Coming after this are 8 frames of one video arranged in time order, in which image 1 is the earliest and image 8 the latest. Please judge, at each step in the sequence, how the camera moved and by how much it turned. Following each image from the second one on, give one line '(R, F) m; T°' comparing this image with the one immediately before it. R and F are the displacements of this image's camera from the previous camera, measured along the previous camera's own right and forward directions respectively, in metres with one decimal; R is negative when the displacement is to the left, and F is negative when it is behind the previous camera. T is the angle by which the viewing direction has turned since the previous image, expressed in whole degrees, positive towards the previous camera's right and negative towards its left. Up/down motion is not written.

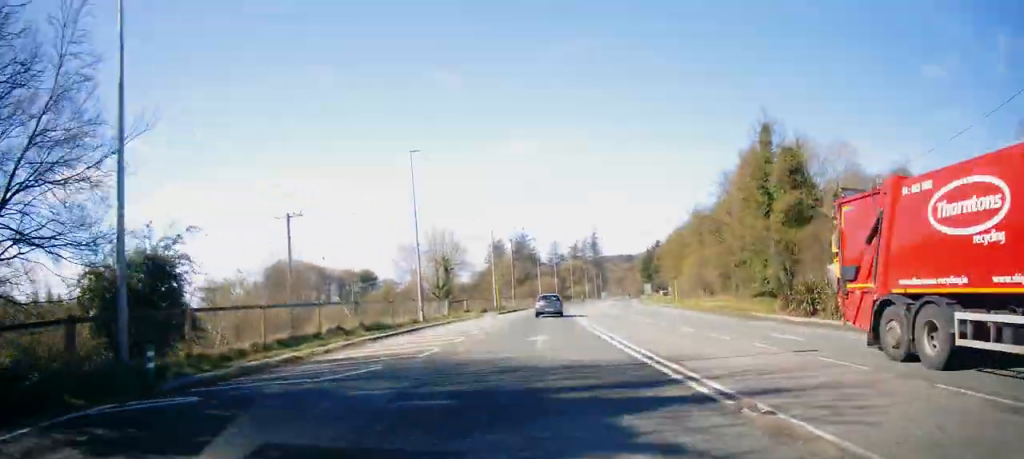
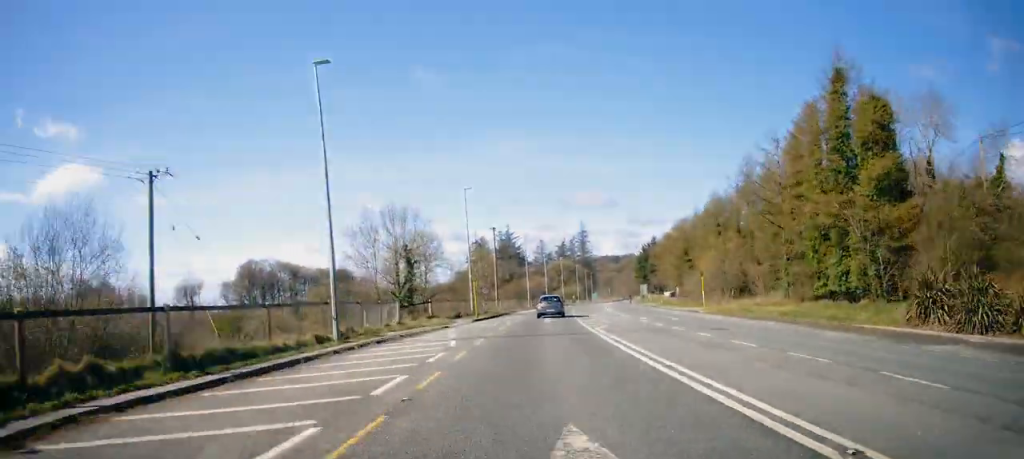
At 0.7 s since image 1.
(+0.5, +14.1) m; +2°
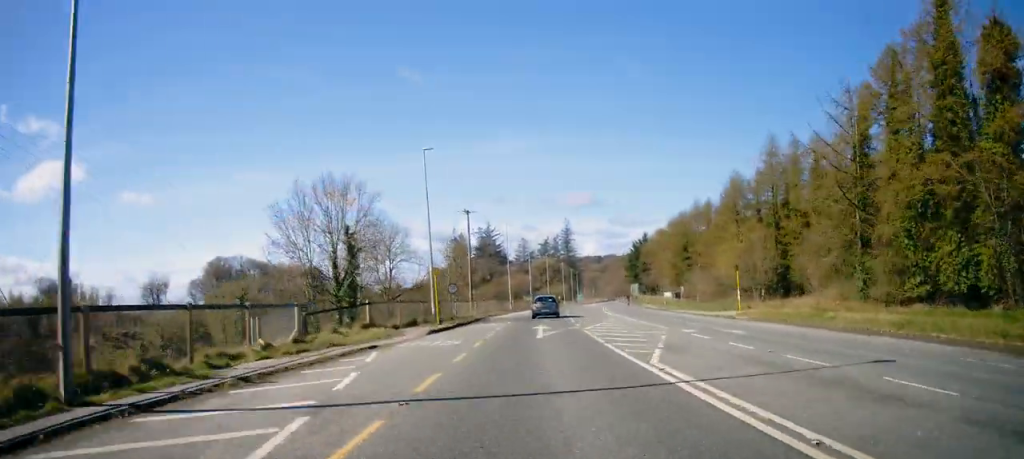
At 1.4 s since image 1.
(+0.1, +12.4) m; +1°
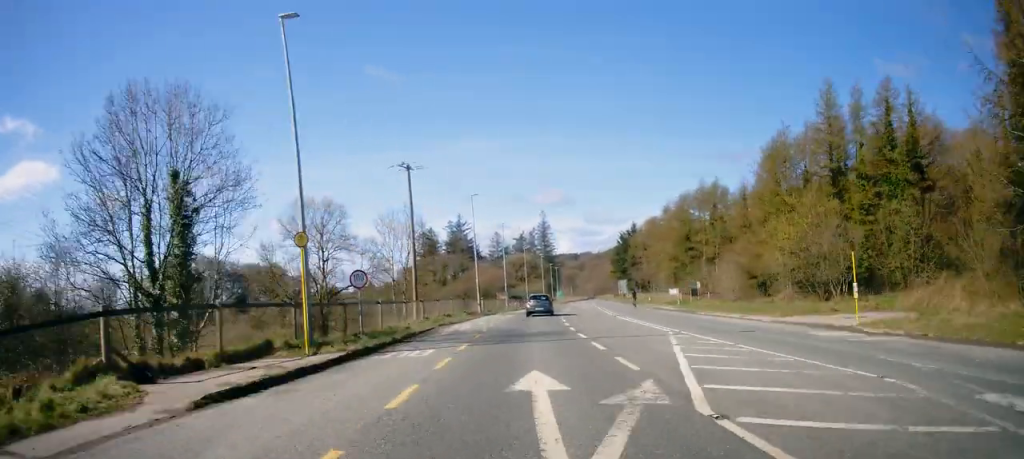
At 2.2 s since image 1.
(+0.1, +17.2) m; +2°
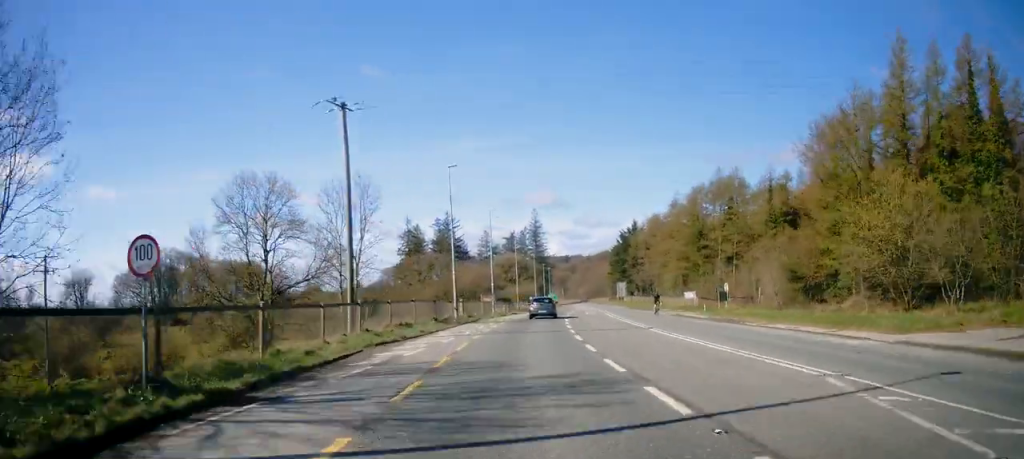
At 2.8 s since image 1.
(+0.2, +11.4) m; +2°
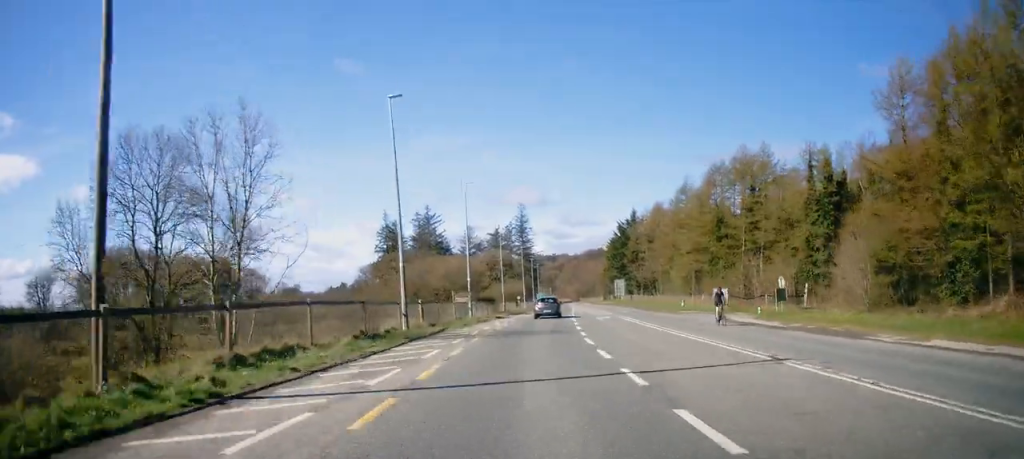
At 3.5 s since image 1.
(+0.3, +13.7) m; +2°
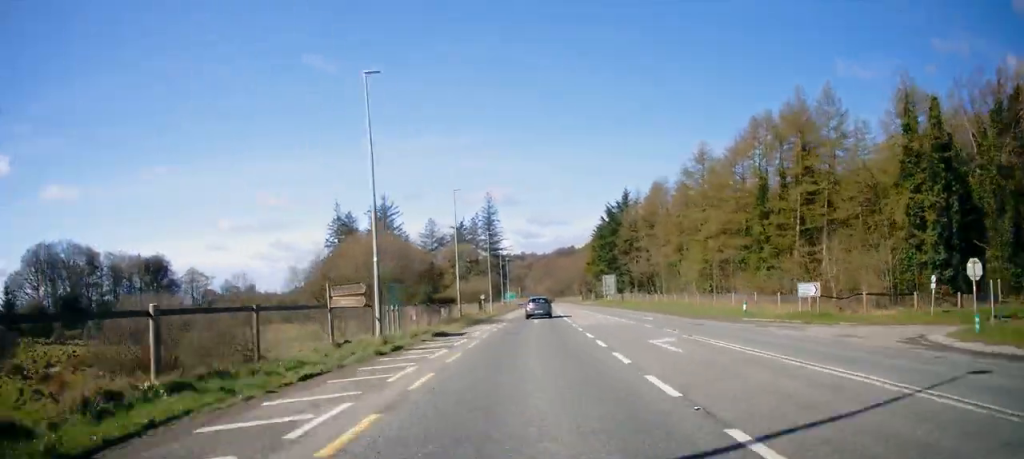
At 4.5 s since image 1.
(+0.5, +20.9) m; +2°
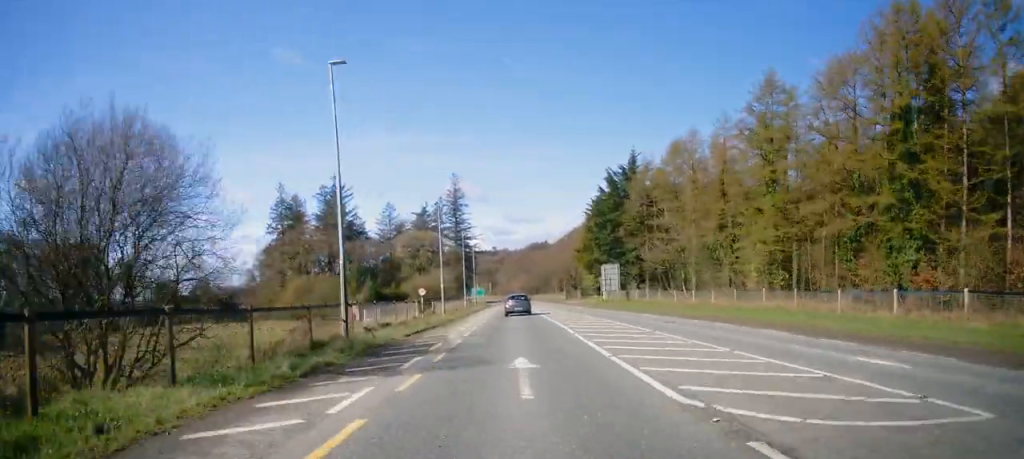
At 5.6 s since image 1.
(+0.4, +24.3) m; +2°
